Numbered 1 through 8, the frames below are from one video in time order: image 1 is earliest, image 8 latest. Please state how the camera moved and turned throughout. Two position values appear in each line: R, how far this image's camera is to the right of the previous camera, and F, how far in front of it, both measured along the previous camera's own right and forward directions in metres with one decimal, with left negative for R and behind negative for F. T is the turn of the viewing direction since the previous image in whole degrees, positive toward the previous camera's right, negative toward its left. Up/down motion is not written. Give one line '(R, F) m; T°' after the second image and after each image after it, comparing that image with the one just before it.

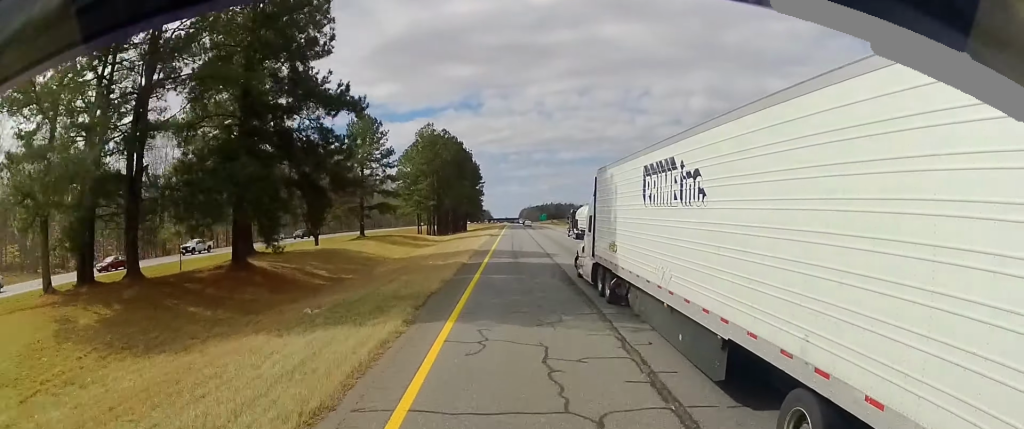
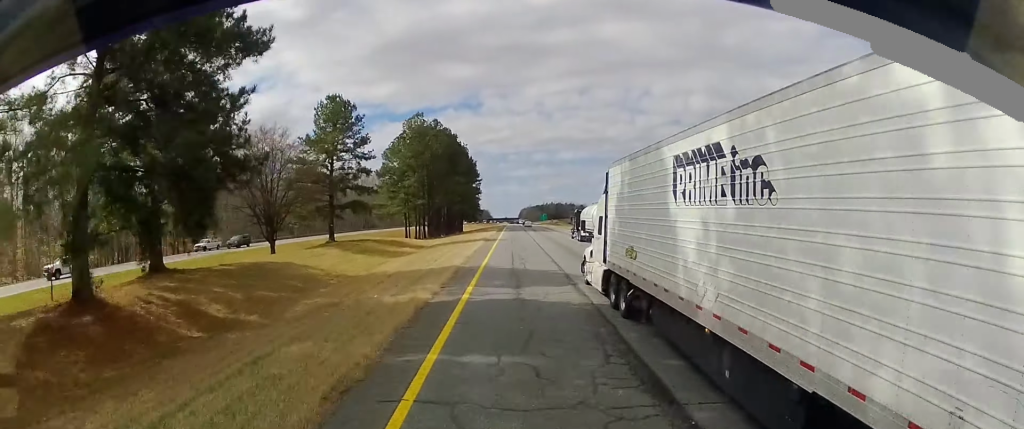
(0.0, +12.6) m; 0°
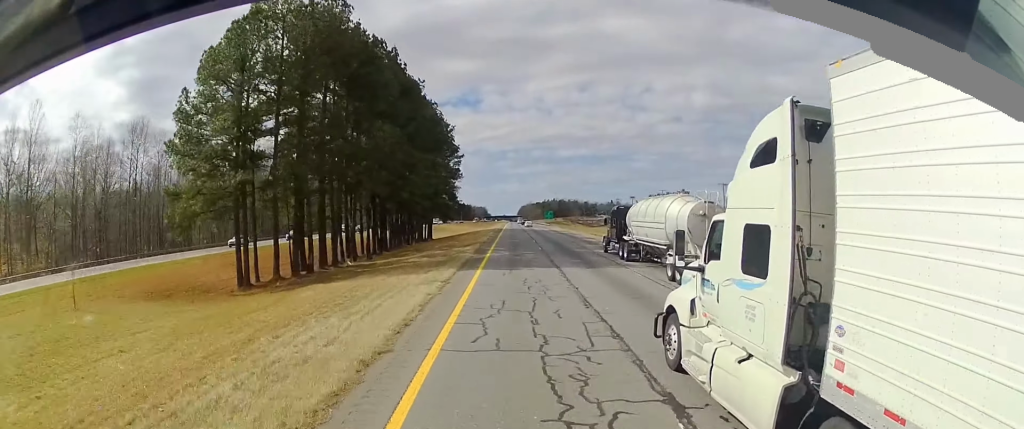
(0.0, +61.8) m; 0°
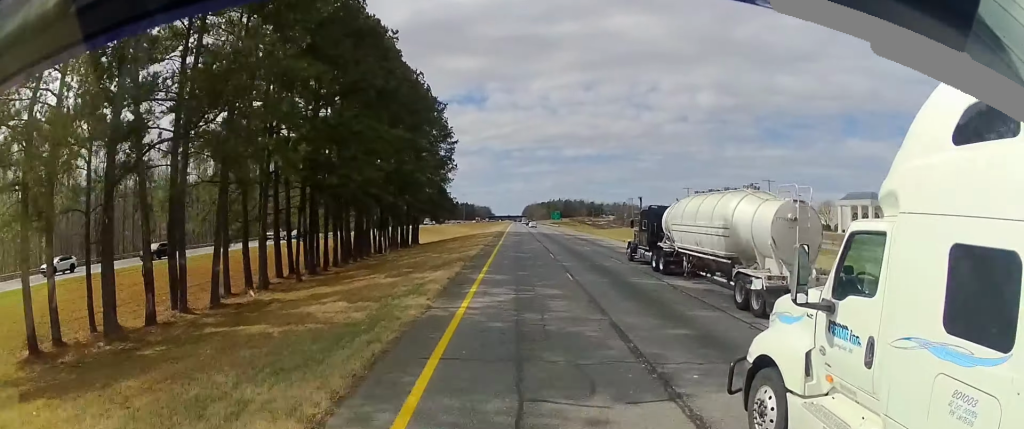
(0.0, +18.9) m; 0°
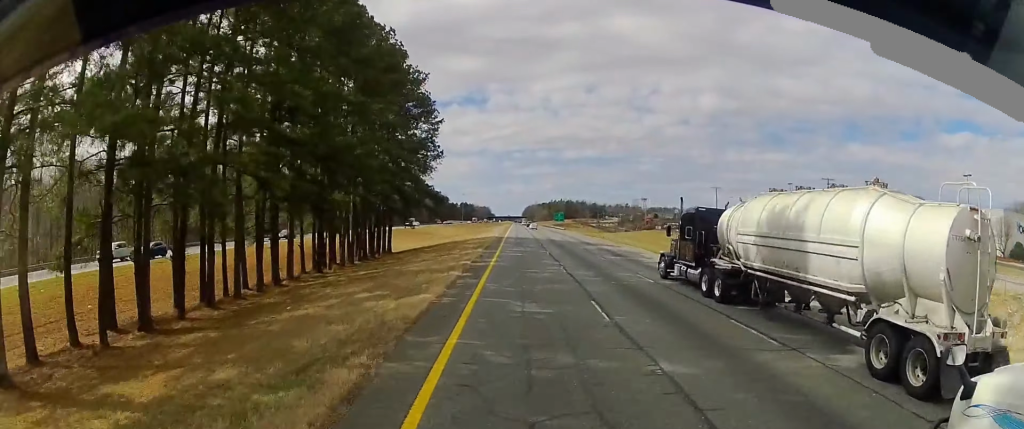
(-0.3, +19.0) m; 0°
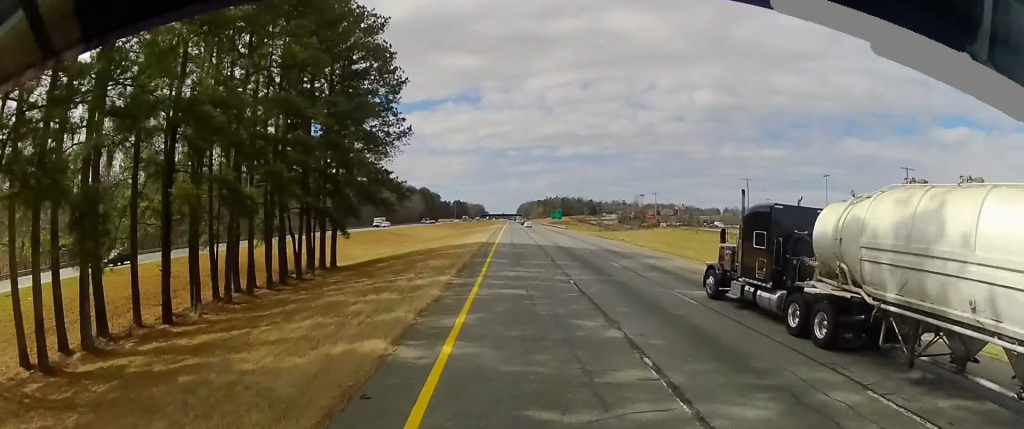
(+0.2, +19.1) m; +1°
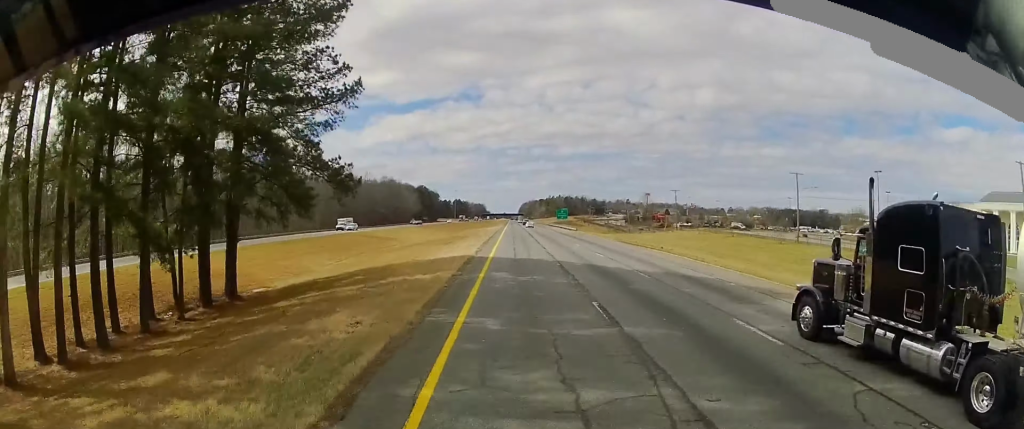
(+0.3, +19.1) m; +1°
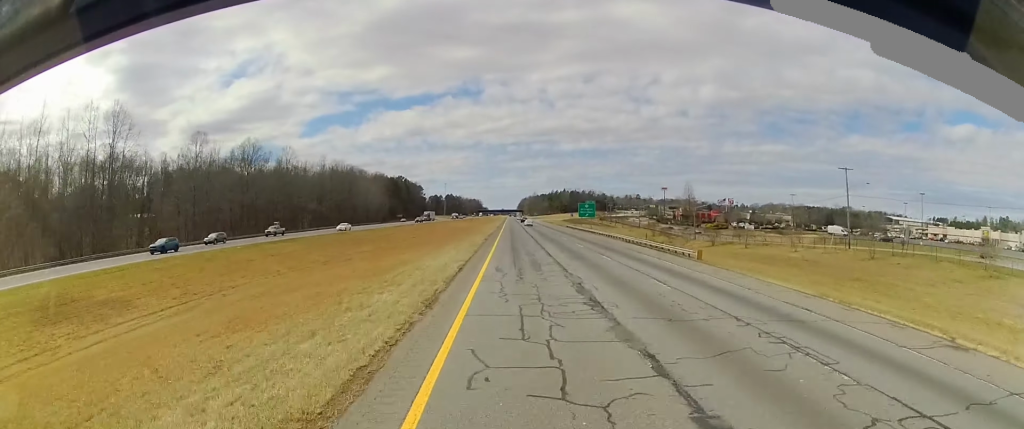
(-0.5, +76.4) m; -1°
